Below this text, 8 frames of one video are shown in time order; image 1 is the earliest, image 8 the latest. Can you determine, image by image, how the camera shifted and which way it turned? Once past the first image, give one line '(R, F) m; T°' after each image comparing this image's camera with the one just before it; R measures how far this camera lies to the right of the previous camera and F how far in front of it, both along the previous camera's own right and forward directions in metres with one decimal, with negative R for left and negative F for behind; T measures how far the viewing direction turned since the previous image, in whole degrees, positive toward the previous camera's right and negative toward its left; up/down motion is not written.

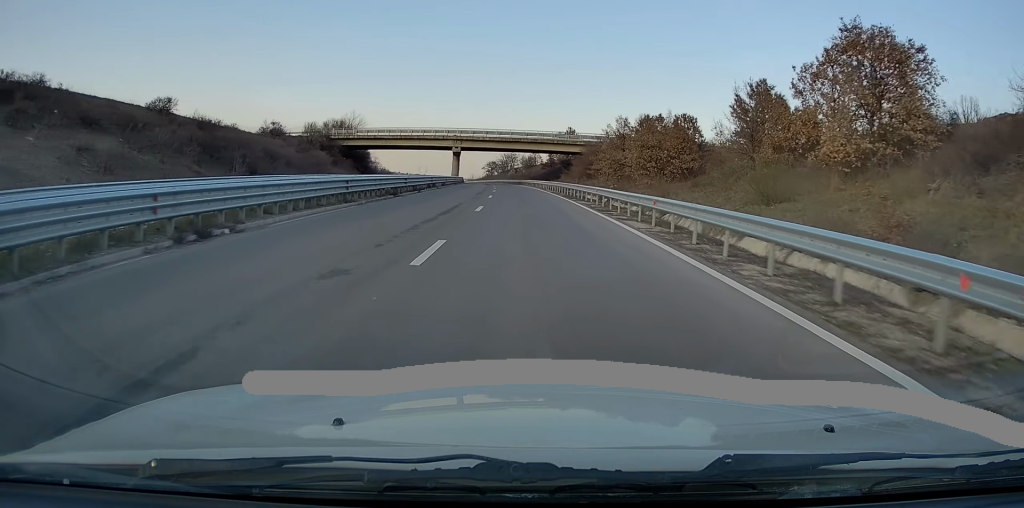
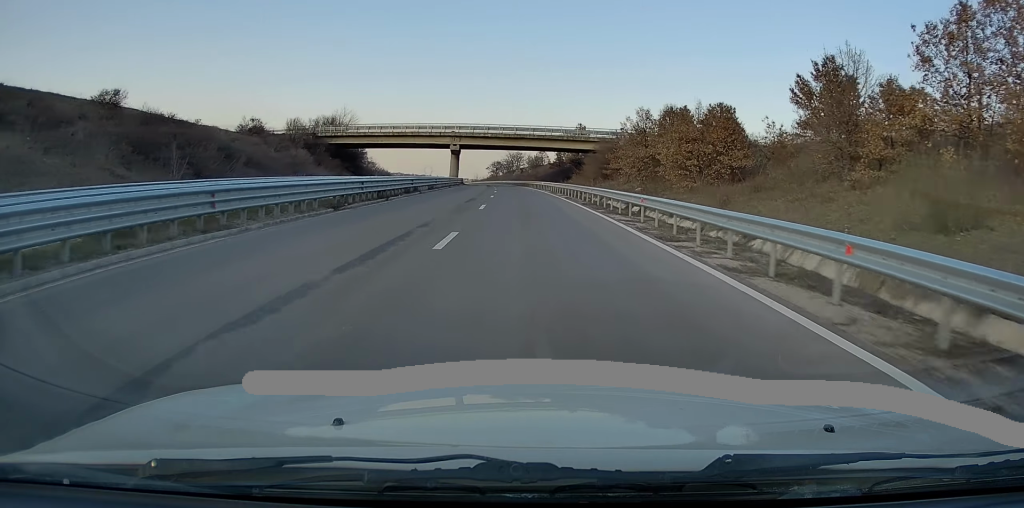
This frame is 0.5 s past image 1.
(-0.1, +10.0) m; 0°
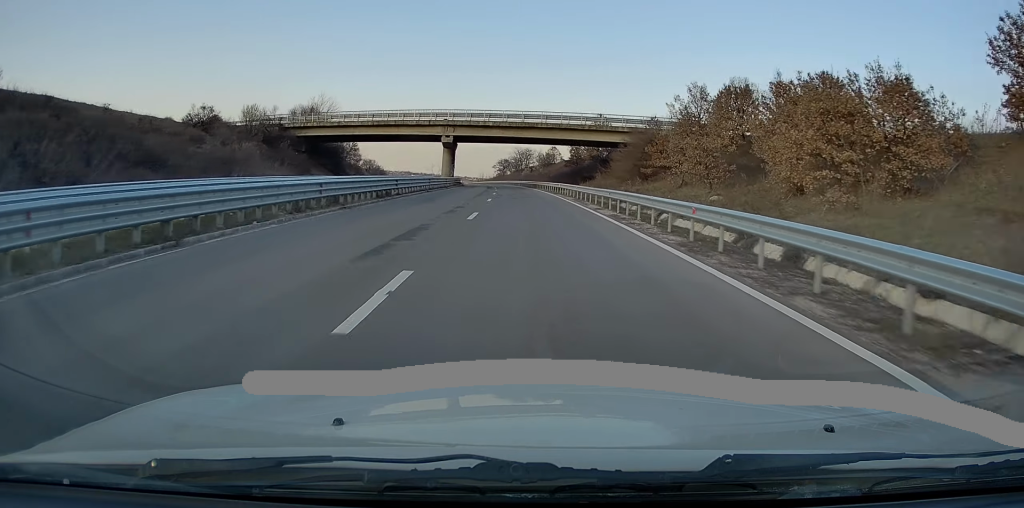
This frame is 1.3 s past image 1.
(0.0, +17.3) m; 0°
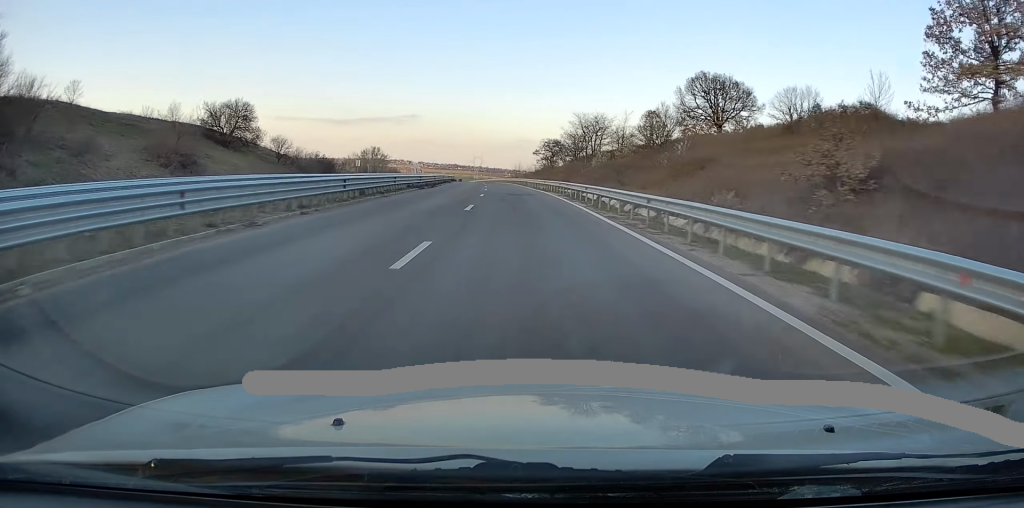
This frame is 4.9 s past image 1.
(-3.5, +80.2) m; -5°
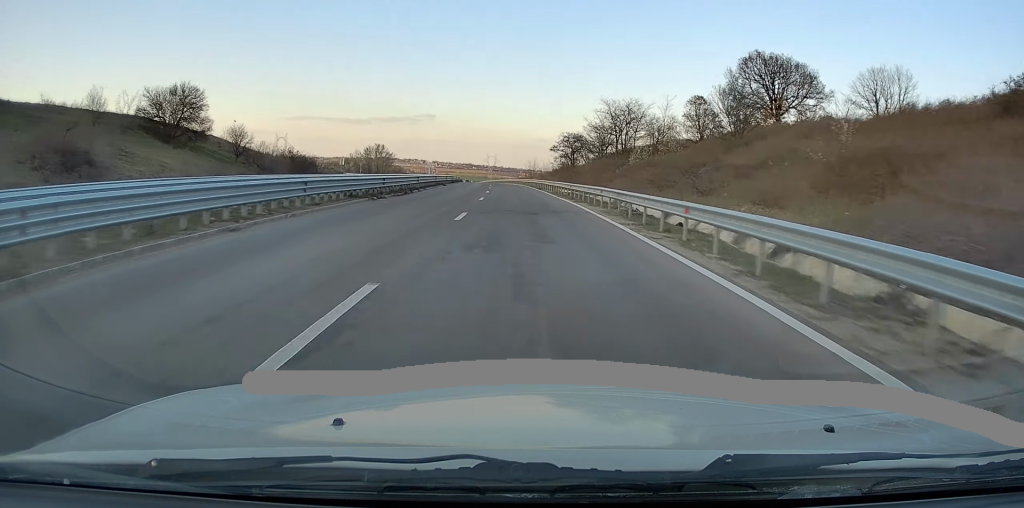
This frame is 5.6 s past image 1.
(-0.2, +16.0) m; -1°
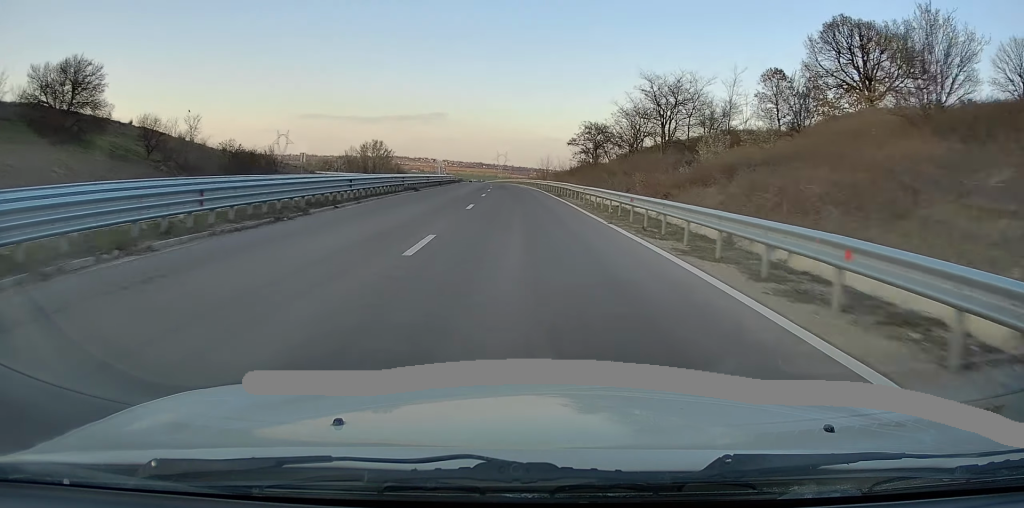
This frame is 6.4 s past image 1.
(-0.4, +18.5) m; -1°
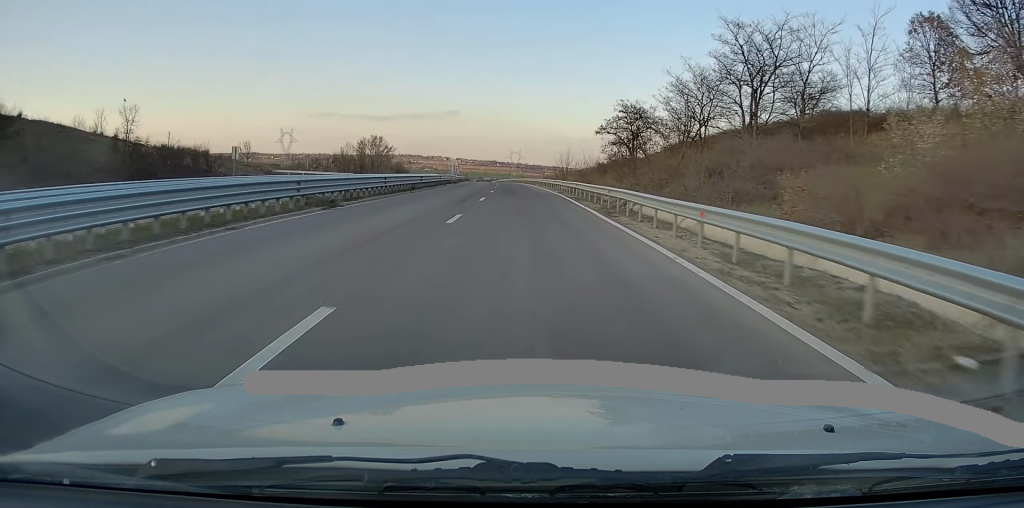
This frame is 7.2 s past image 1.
(0.0, +18.6) m; -1°
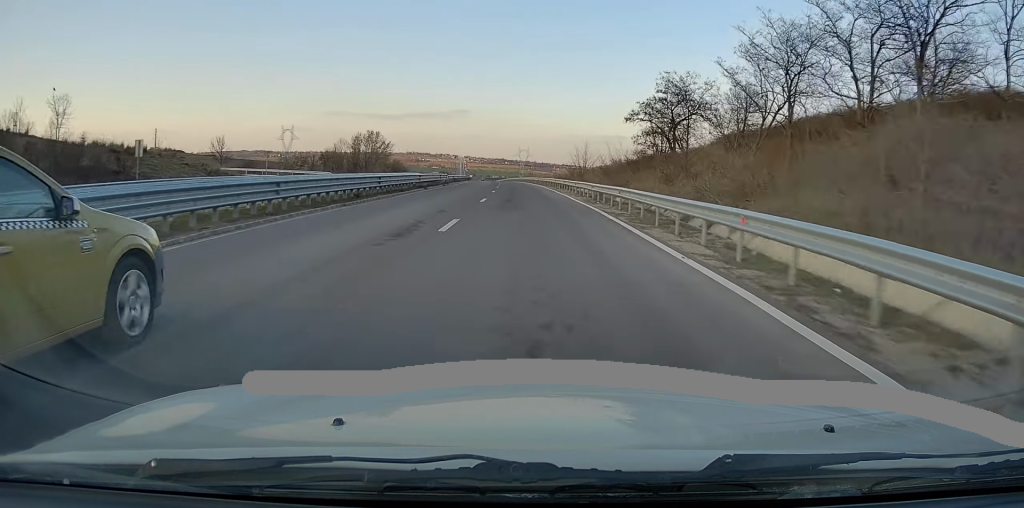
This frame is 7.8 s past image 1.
(-0.2, +14.1) m; -1°
